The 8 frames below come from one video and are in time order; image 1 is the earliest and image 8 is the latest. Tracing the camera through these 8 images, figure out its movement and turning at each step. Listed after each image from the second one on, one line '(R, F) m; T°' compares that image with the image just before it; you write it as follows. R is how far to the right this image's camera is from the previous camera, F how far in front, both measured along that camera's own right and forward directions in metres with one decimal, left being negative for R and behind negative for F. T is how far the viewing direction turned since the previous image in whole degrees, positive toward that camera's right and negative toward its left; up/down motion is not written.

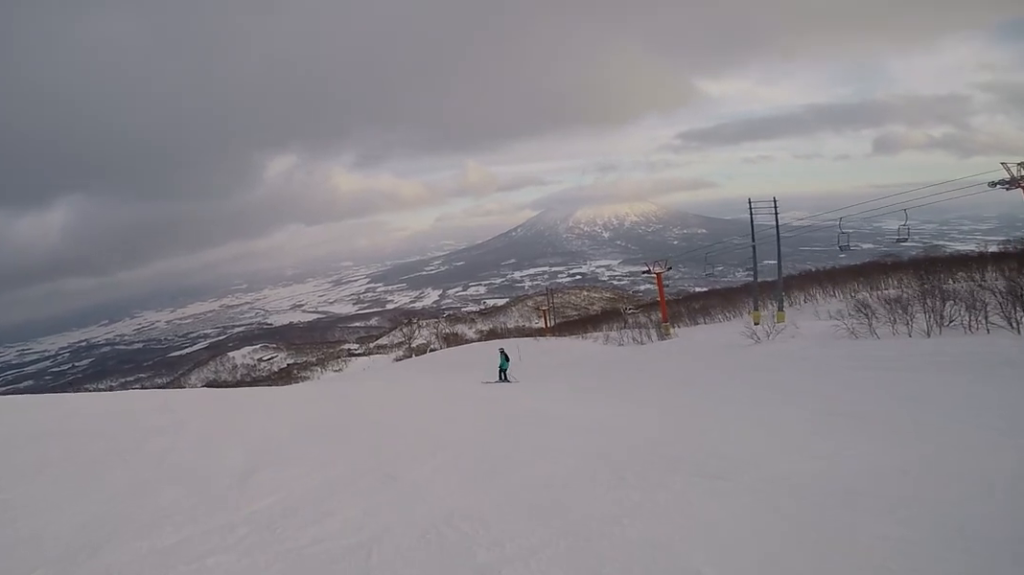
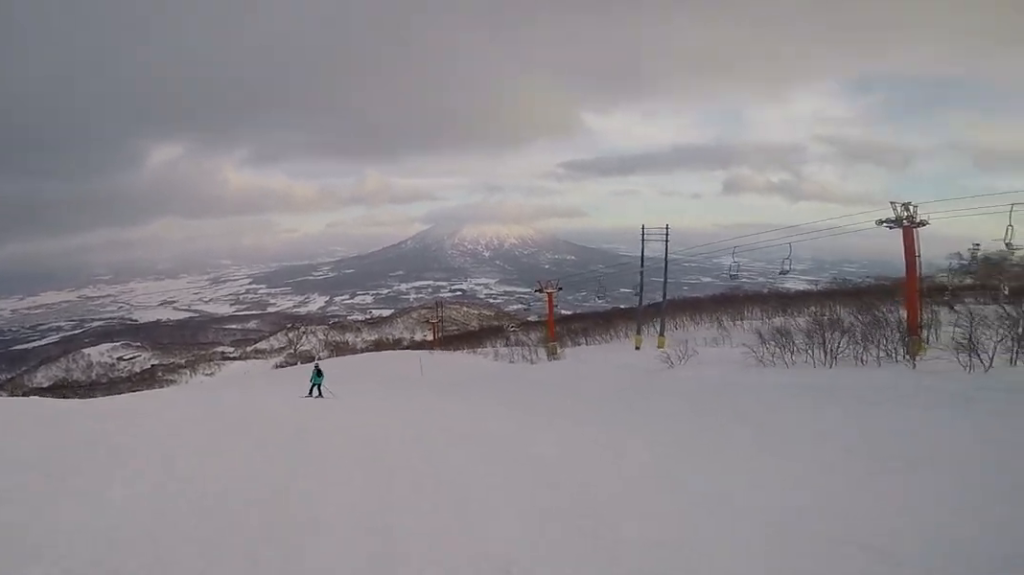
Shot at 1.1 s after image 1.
(+1.6, +3.4) m; +42°
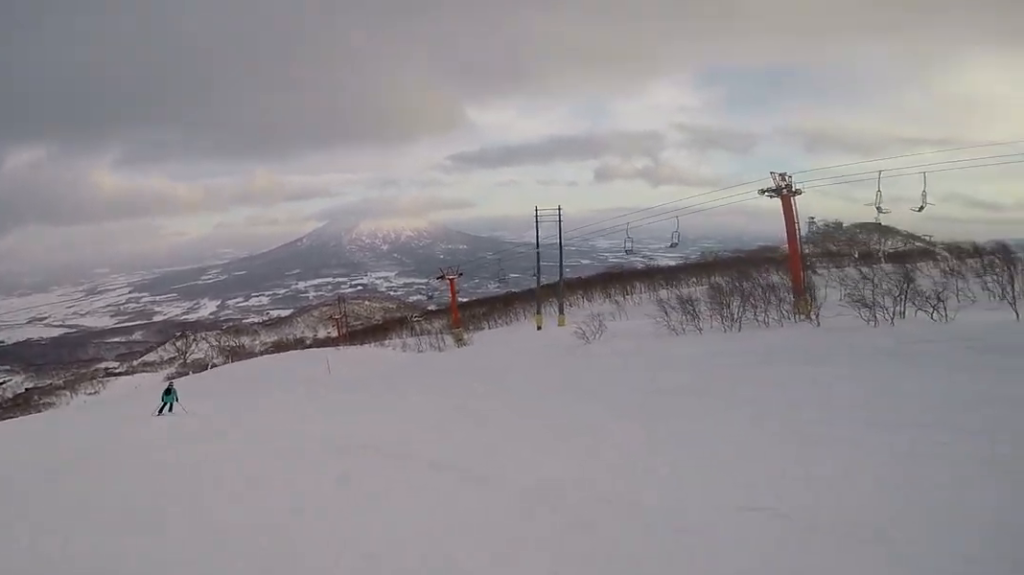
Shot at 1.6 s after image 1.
(0.0, +2.5) m; +18°
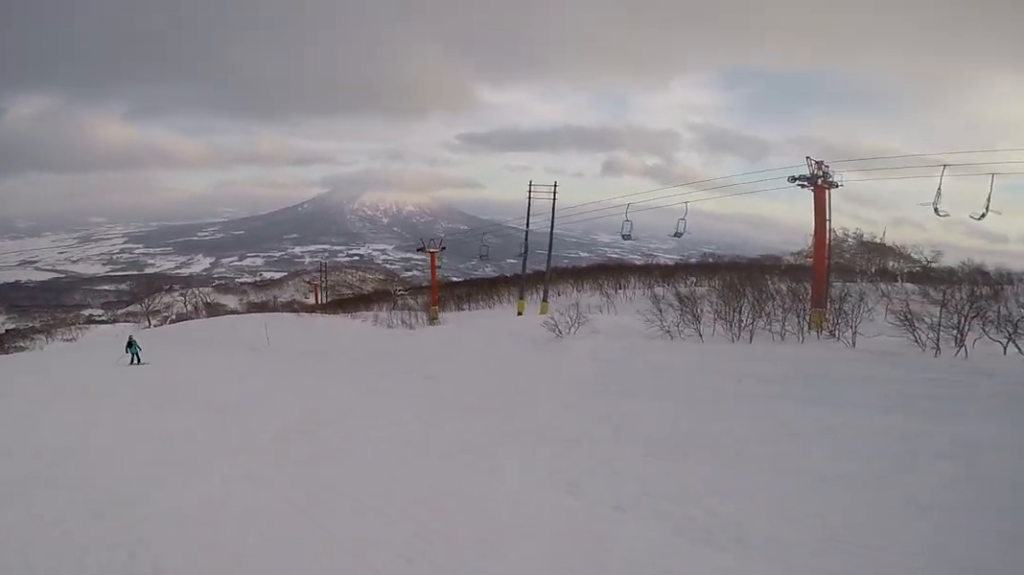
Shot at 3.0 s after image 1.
(+0.8, +5.5) m; -8°
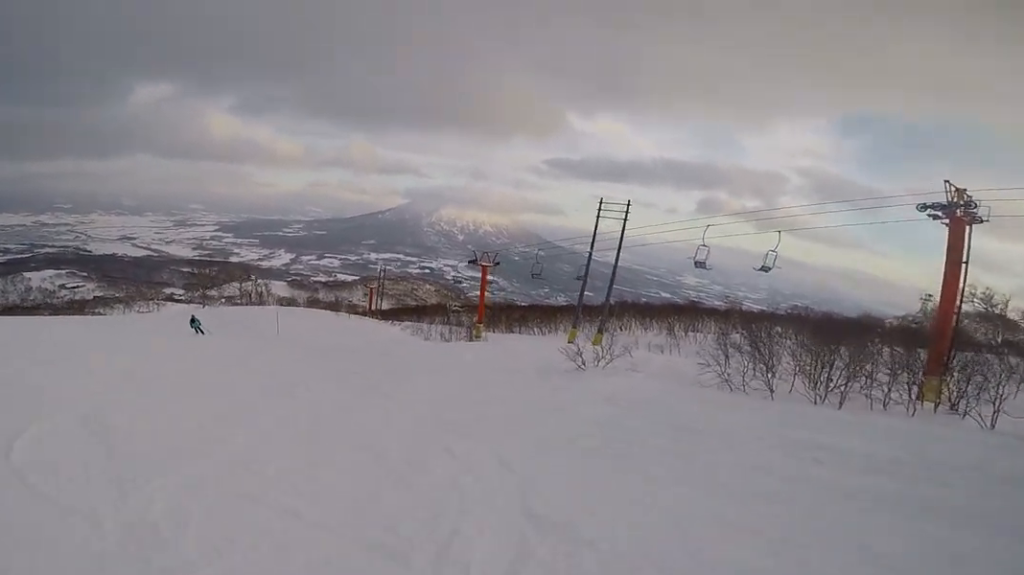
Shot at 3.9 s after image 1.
(-0.8, +4.1) m; -20°
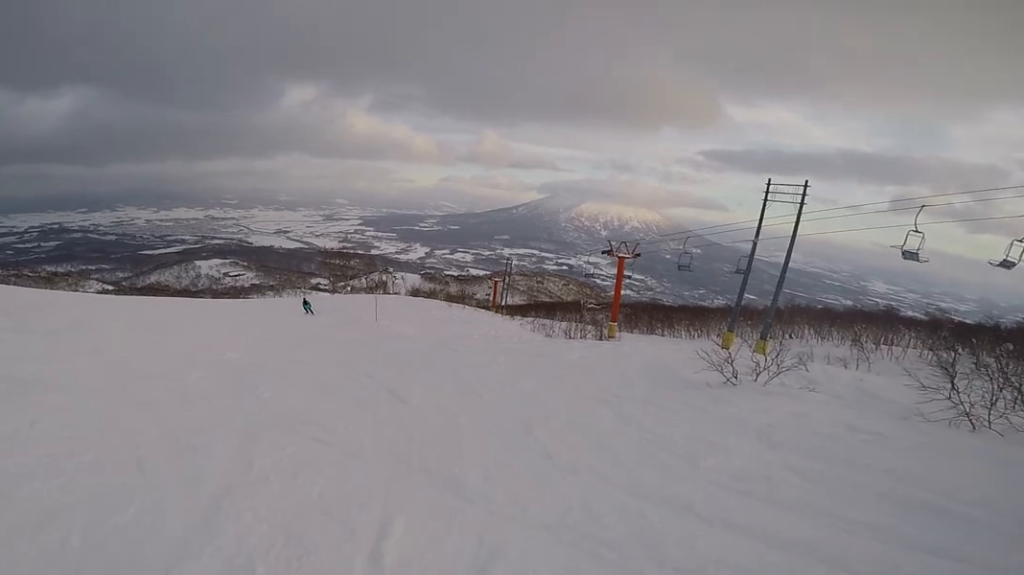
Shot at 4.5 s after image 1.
(+0.5, +2.9) m; -19°
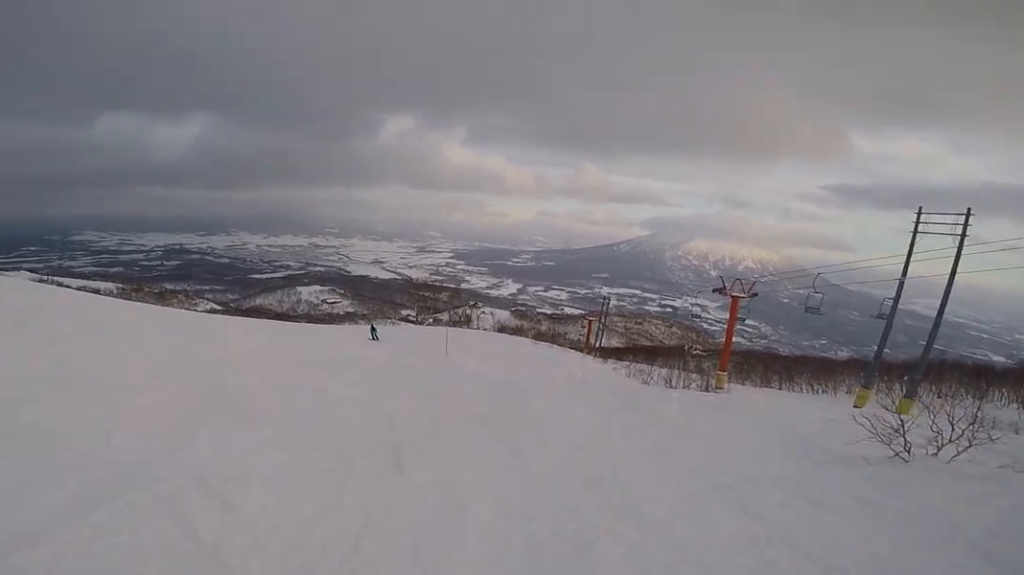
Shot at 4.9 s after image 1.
(-0.6, +1.5) m; -16°
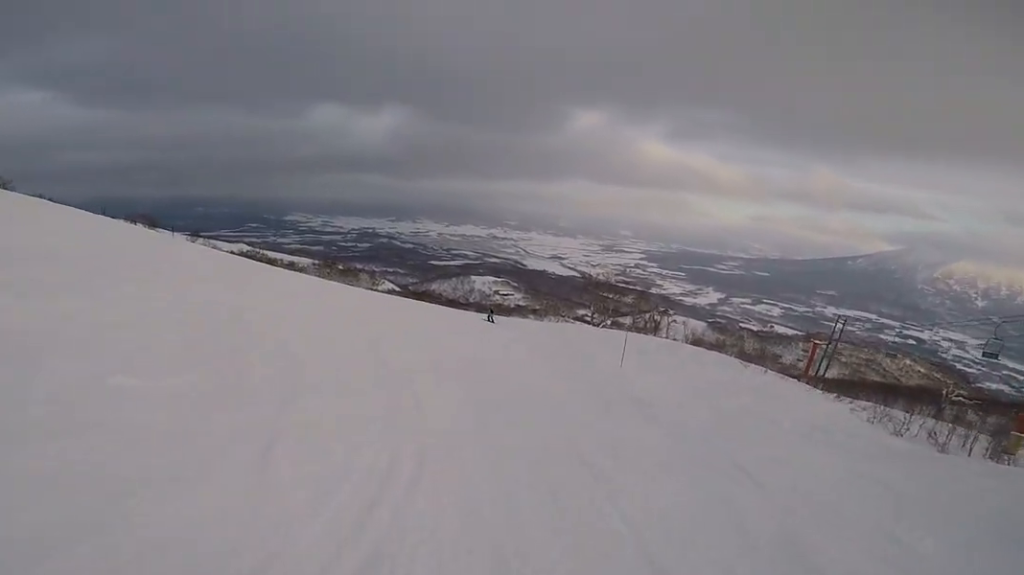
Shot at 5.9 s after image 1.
(-1.7, +3.7) m; -35°
